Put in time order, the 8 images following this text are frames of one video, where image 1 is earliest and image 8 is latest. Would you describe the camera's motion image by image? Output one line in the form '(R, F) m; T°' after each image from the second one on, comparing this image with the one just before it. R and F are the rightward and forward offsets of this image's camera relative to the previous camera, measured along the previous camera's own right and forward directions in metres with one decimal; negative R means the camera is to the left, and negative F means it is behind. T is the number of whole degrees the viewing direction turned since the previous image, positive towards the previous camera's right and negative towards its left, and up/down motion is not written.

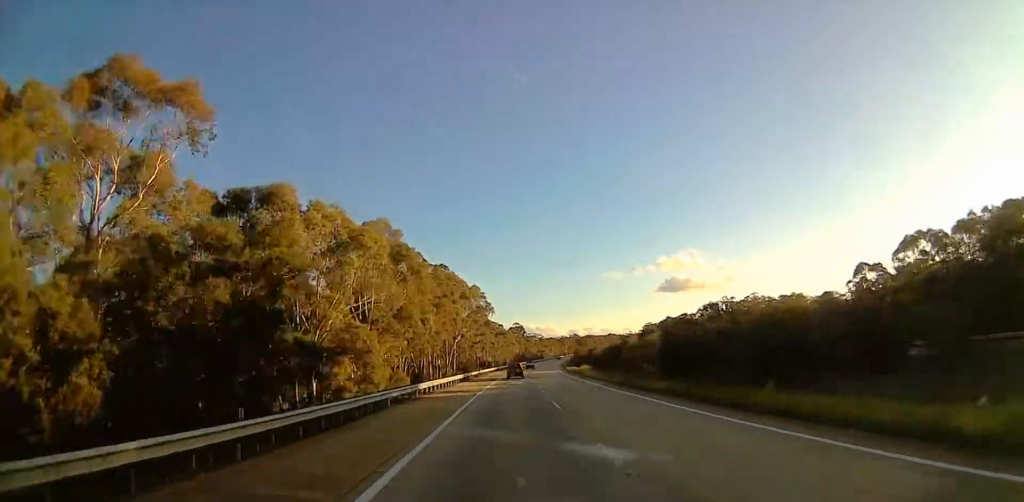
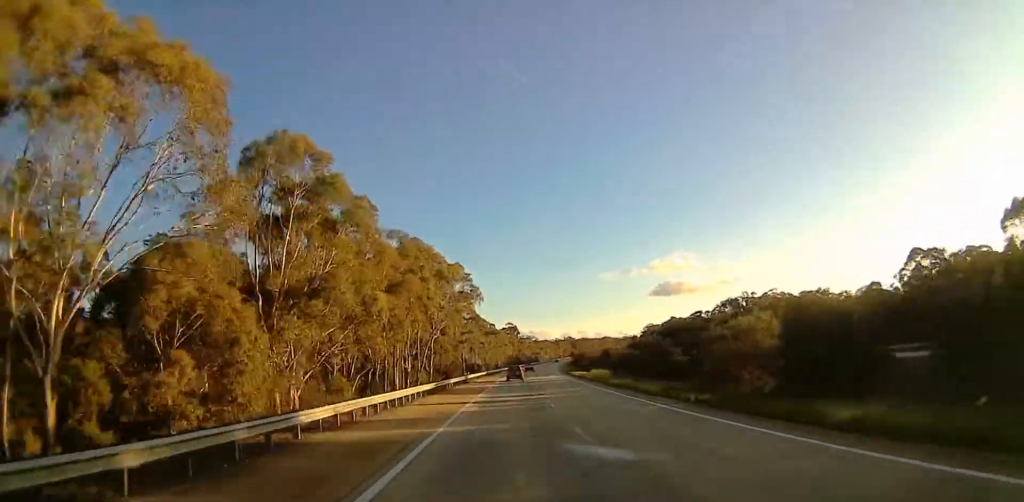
(0.0, +22.2) m; 0°
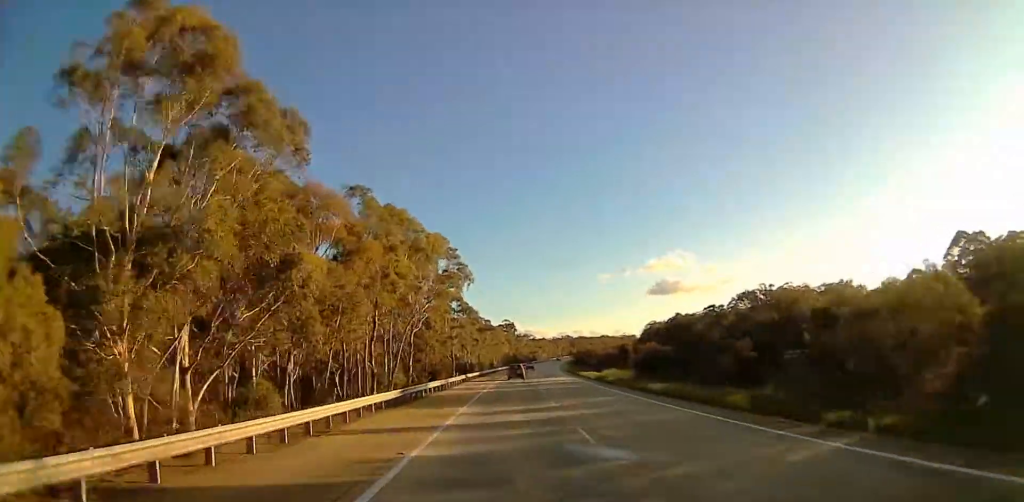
(0.0, +14.3) m; 0°
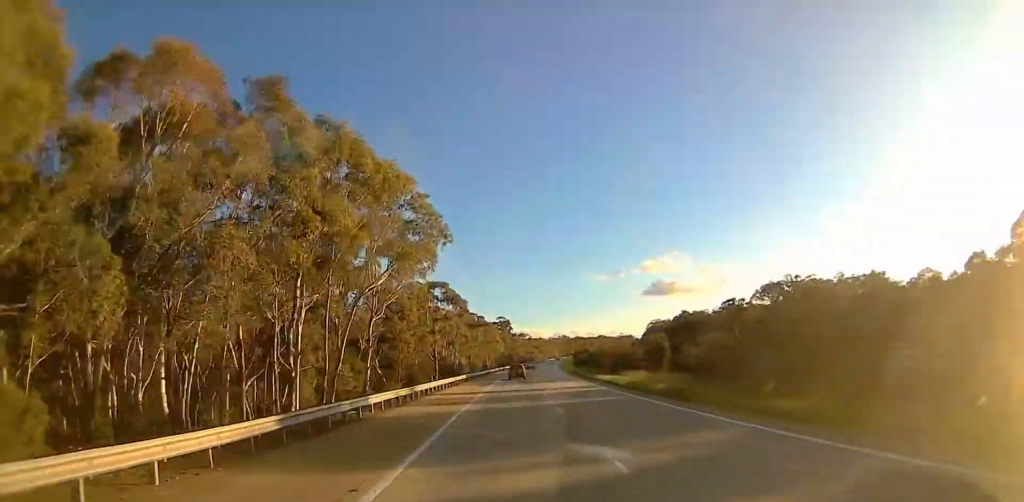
(0.0, +17.5) m; 0°
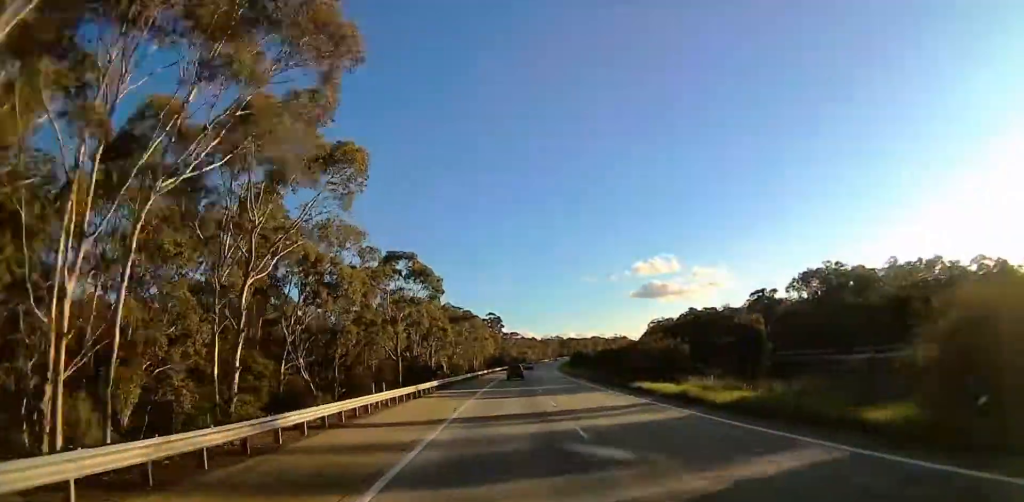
(0.0, +21.5) m; 0°
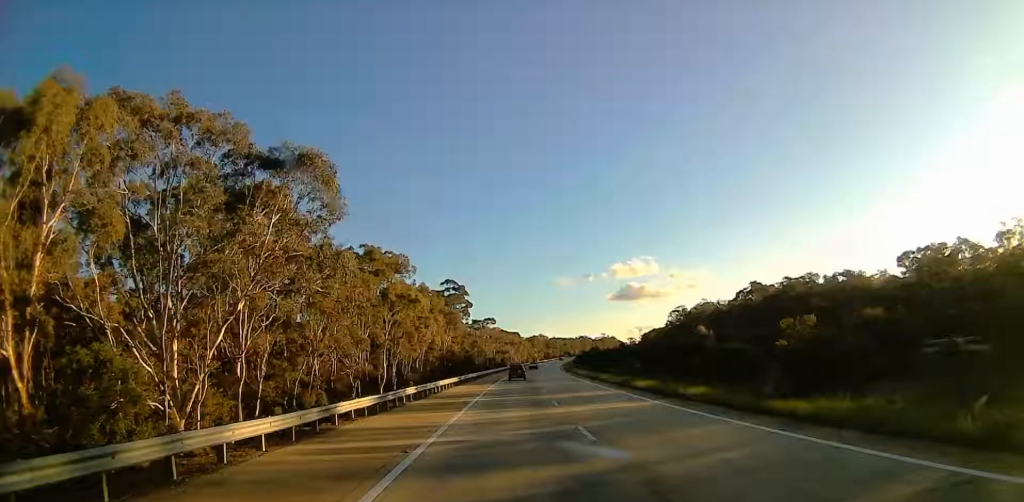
(+3.2, +75.0) m; +6°
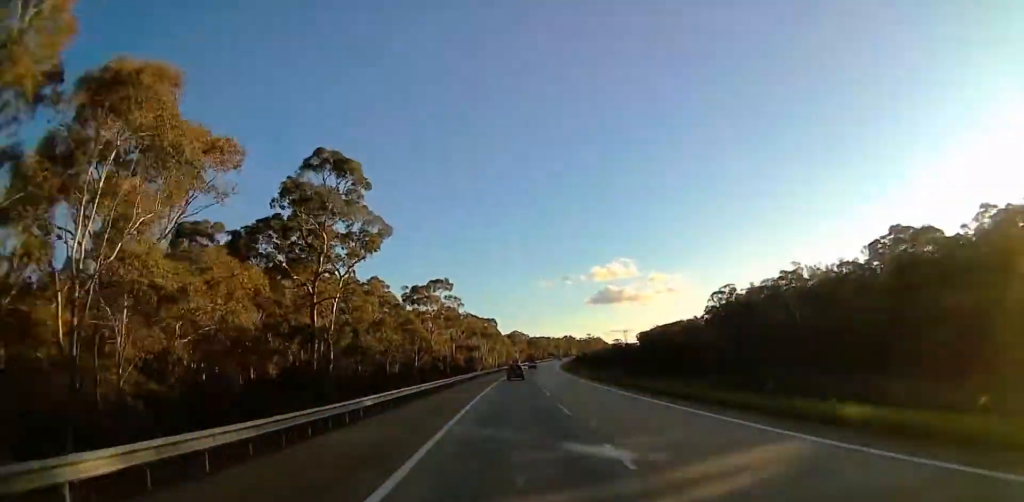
(+0.8, +58.8) m; +2°
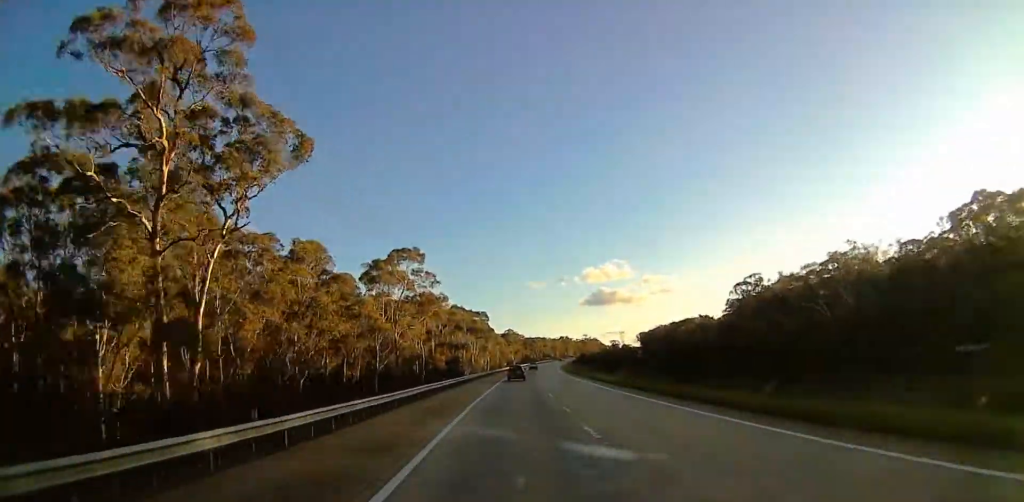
(-0.1, +16.4) m; +1°
